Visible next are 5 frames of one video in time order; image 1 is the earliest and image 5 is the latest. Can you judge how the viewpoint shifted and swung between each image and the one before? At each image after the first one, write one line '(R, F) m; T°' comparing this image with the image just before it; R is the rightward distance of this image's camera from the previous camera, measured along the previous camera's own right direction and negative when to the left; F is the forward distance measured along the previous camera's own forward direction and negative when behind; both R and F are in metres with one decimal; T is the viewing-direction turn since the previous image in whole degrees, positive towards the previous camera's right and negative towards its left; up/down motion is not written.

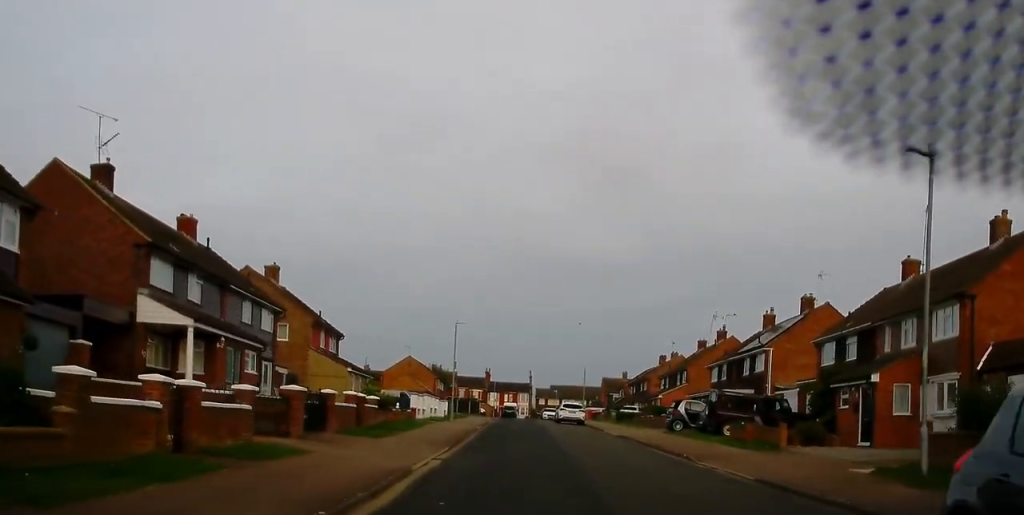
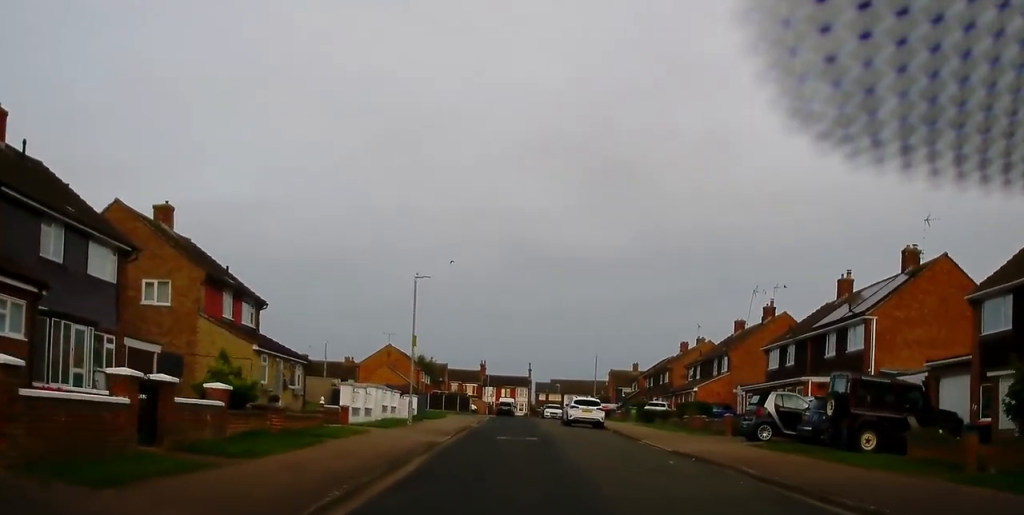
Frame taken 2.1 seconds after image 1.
(+0.3, +14.5) m; +3°
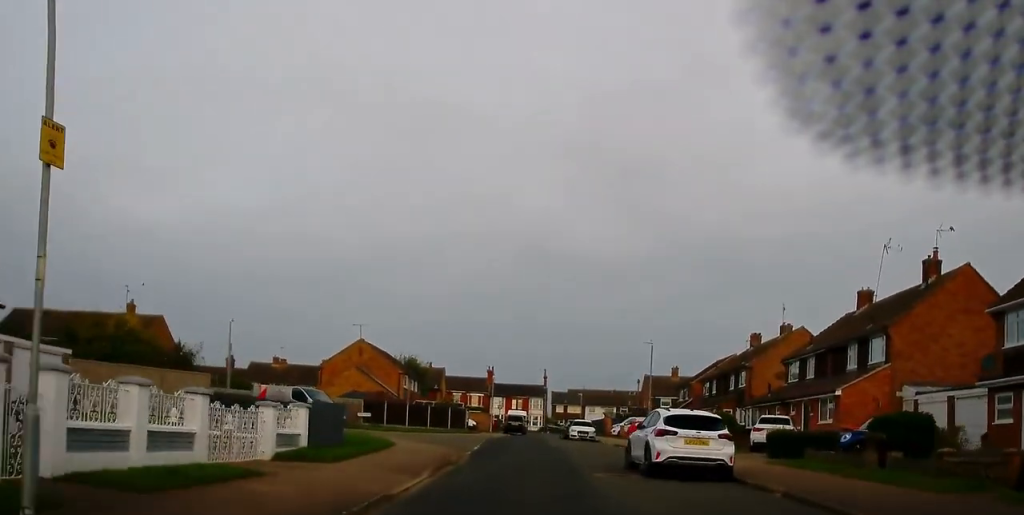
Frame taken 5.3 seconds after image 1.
(-1.3, +22.2) m; -3°
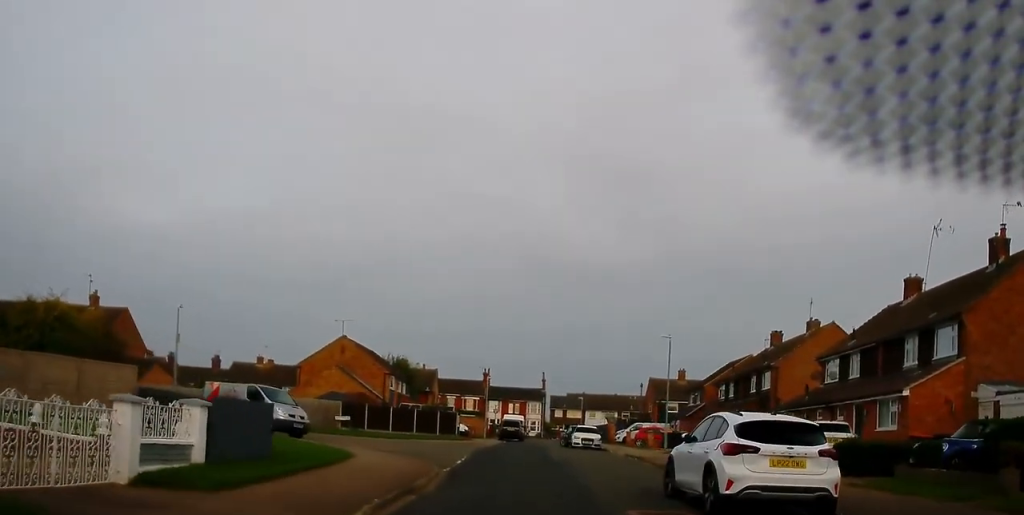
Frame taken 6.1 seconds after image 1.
(+0.1, +5.9) m; +1°
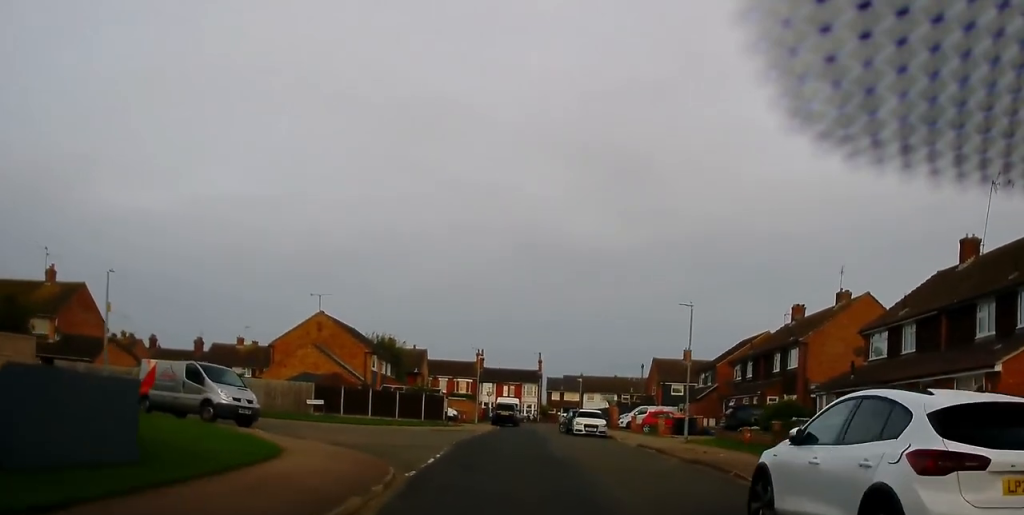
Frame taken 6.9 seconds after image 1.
(-0.1, +5.6) m; +1°
